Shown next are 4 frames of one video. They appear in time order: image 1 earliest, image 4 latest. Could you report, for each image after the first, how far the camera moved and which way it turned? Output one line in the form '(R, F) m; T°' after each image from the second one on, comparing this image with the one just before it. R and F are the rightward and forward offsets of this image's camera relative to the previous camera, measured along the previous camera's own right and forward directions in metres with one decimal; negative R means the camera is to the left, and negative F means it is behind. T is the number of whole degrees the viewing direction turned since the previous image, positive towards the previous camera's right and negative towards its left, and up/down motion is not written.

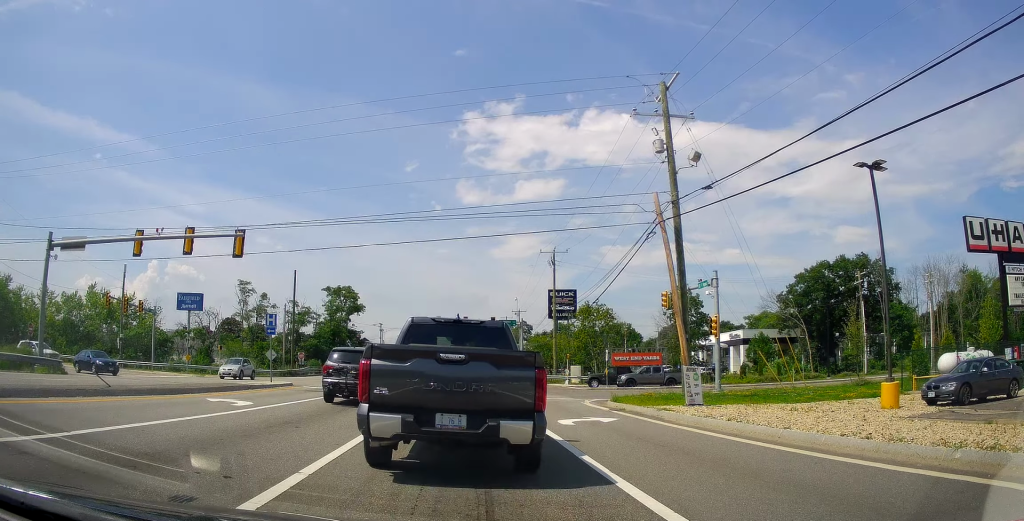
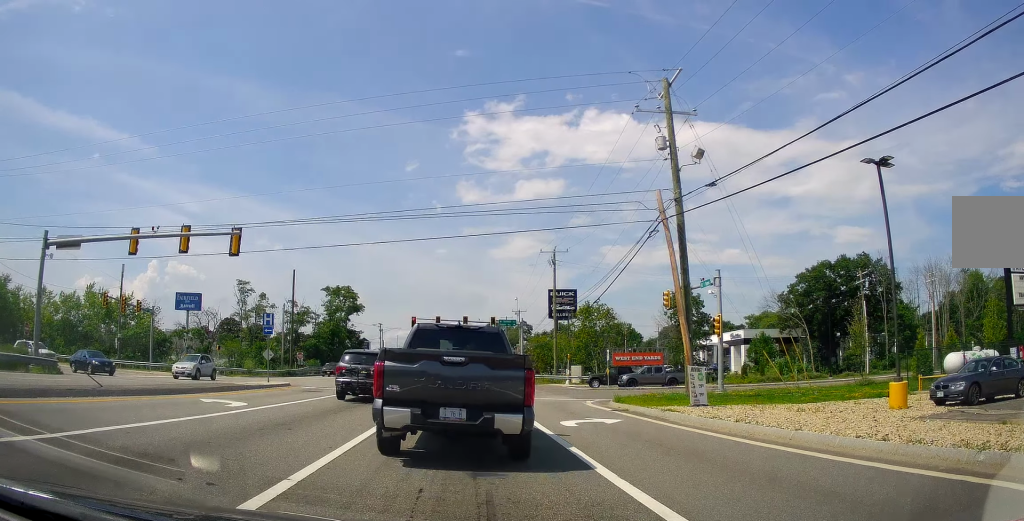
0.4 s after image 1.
(0.0, 0.0) m; 0°
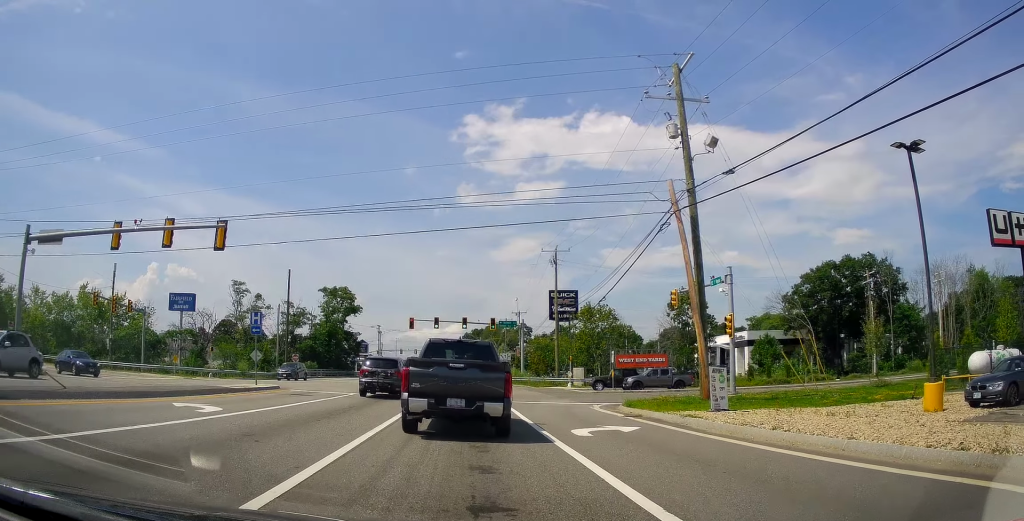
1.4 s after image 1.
(0.0, +0.1) m; 0°
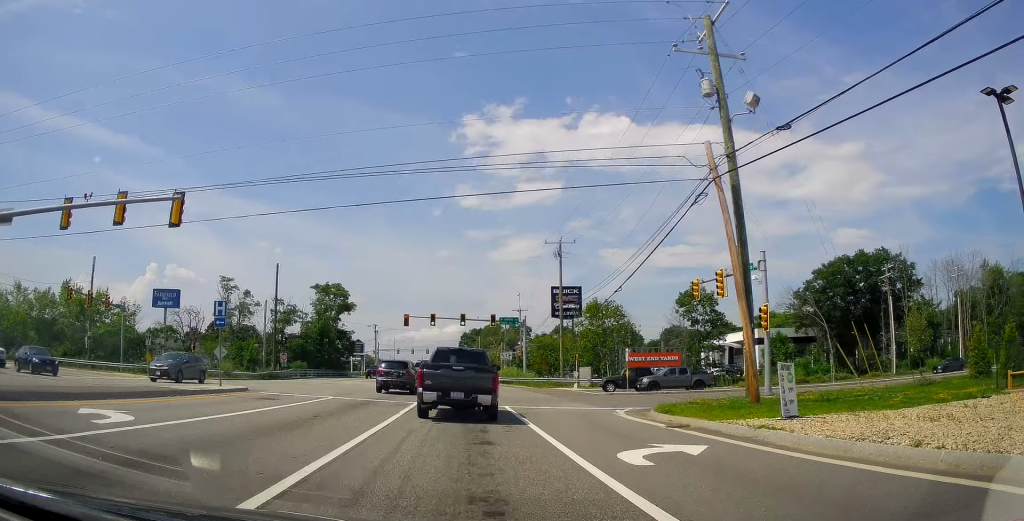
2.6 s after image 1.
(-0.1, +0.7) m; +1°
